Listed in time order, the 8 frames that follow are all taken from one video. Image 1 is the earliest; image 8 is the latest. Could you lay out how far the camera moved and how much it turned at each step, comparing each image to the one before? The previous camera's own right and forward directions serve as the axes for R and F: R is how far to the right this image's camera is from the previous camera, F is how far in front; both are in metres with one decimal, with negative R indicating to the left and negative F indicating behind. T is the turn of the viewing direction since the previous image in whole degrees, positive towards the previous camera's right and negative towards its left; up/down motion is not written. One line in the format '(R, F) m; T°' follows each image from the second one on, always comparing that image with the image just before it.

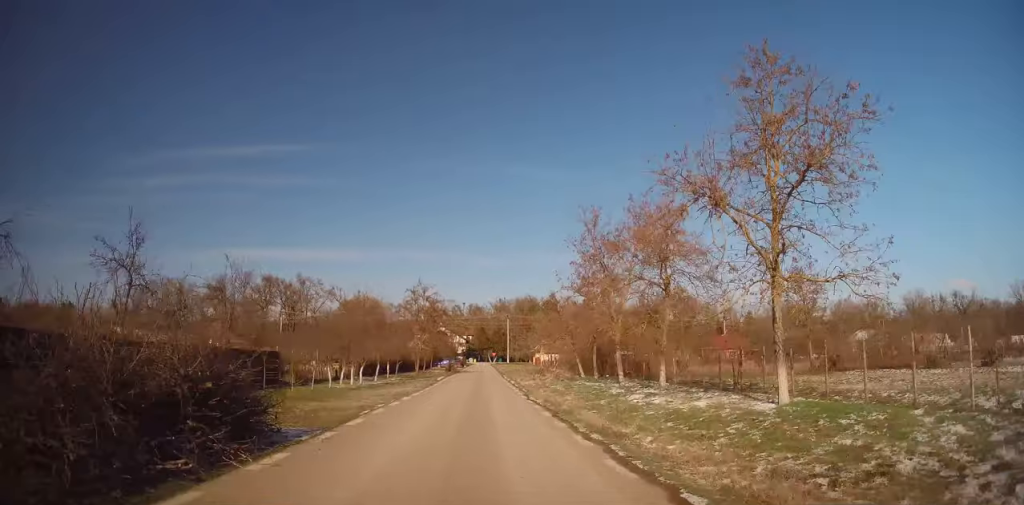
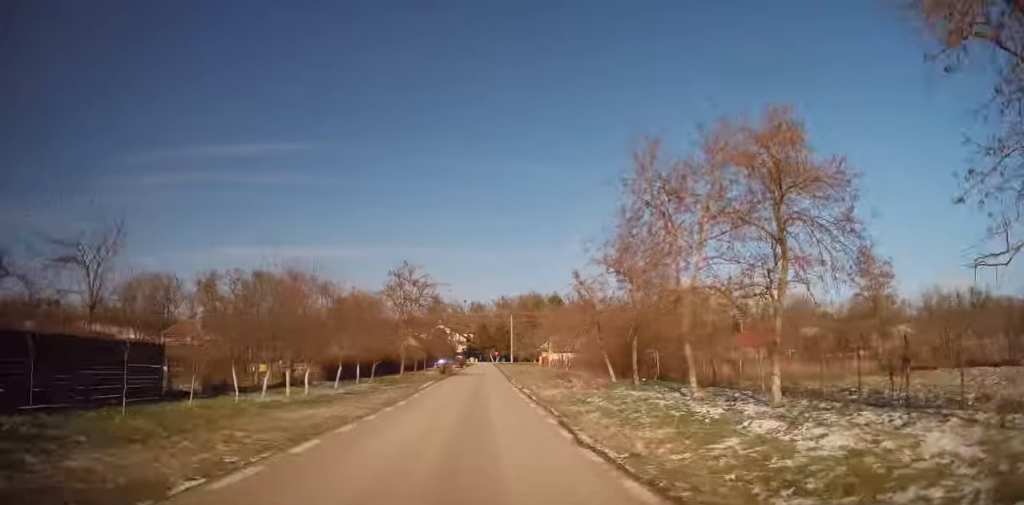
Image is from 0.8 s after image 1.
(+0.3, +9.5) m; 0°
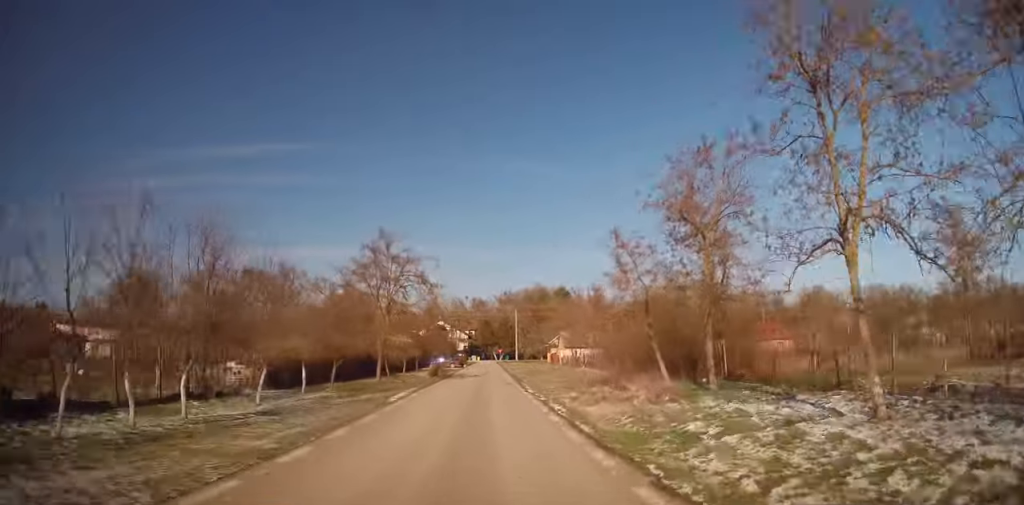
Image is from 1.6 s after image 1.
(-0.3, +9.3) m; -1°
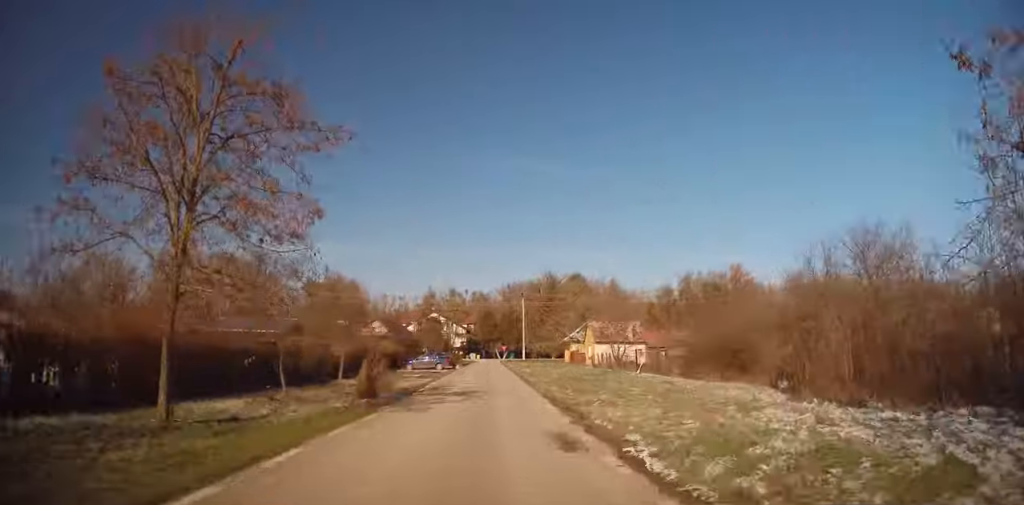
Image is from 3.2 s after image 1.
(+0.1, +19.6) m; +1°
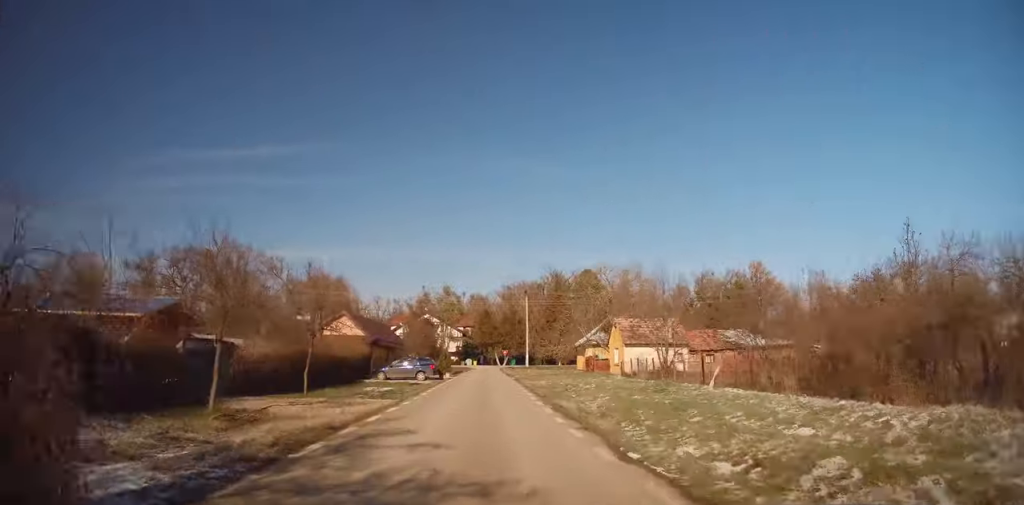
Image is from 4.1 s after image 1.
(+0.1, +12.3) m; -1°
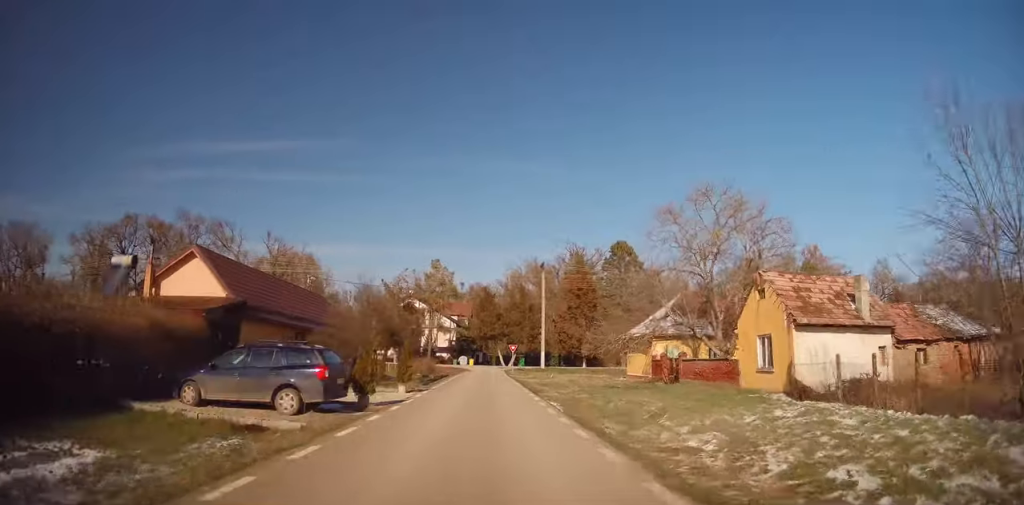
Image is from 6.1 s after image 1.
(-0.3, +25.1) m; +1°
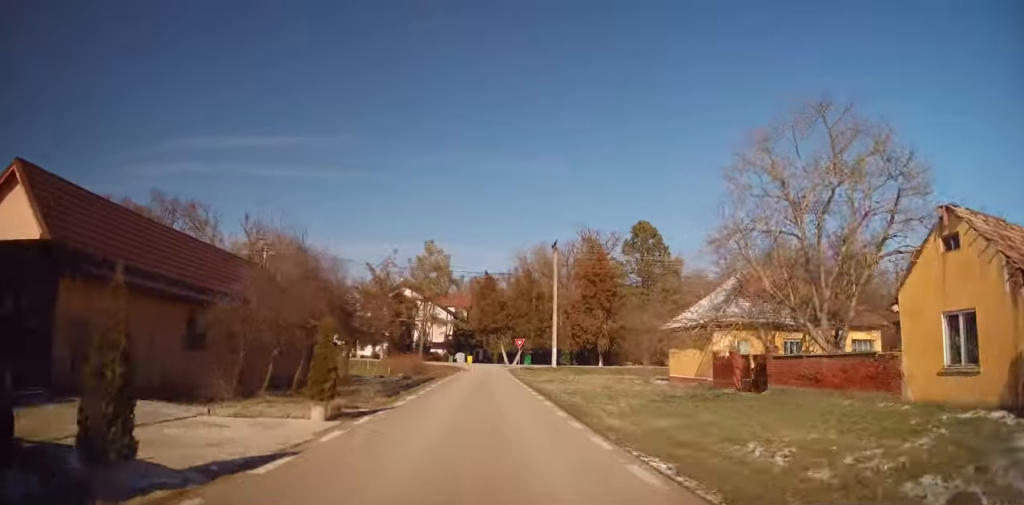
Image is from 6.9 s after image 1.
(+0.2, +10.4) m; 0°
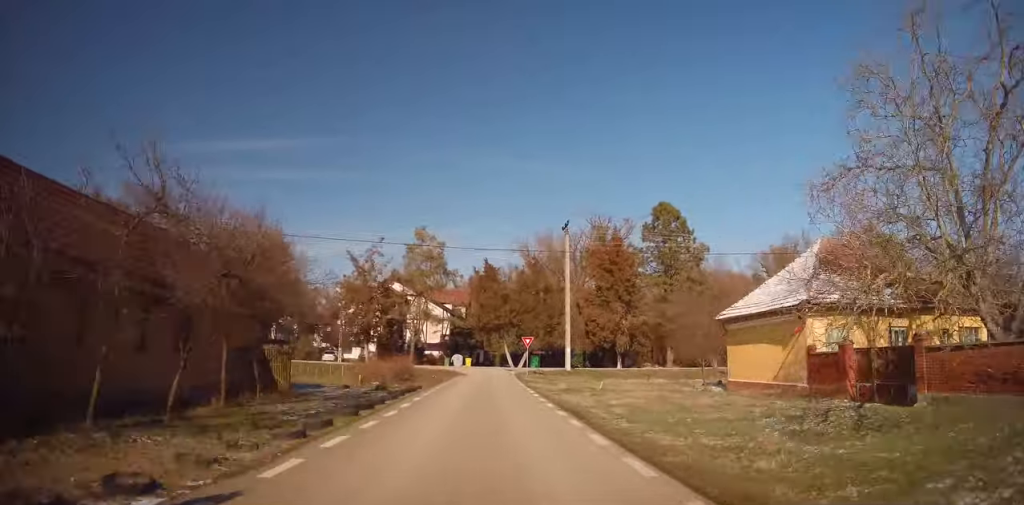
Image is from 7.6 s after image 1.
(-0.2, +8.5) m; -1°
